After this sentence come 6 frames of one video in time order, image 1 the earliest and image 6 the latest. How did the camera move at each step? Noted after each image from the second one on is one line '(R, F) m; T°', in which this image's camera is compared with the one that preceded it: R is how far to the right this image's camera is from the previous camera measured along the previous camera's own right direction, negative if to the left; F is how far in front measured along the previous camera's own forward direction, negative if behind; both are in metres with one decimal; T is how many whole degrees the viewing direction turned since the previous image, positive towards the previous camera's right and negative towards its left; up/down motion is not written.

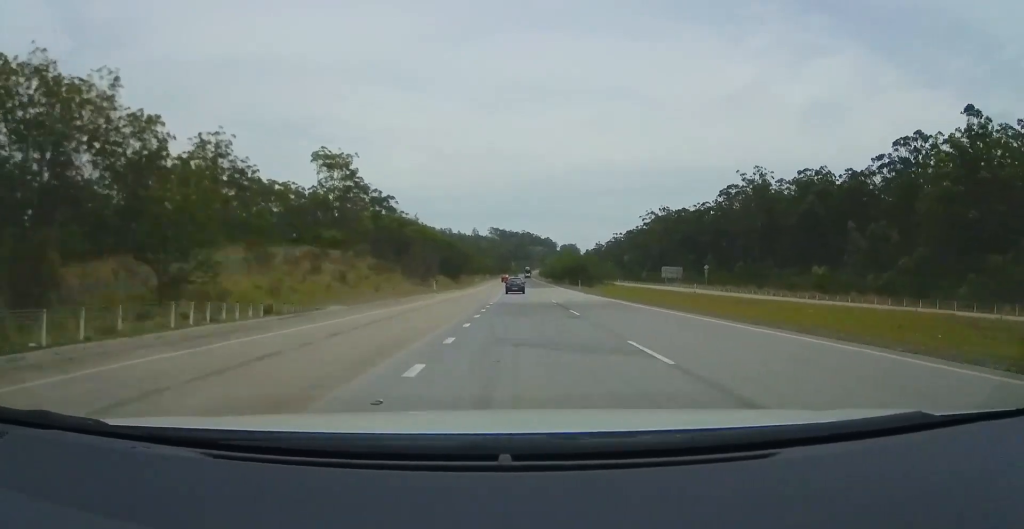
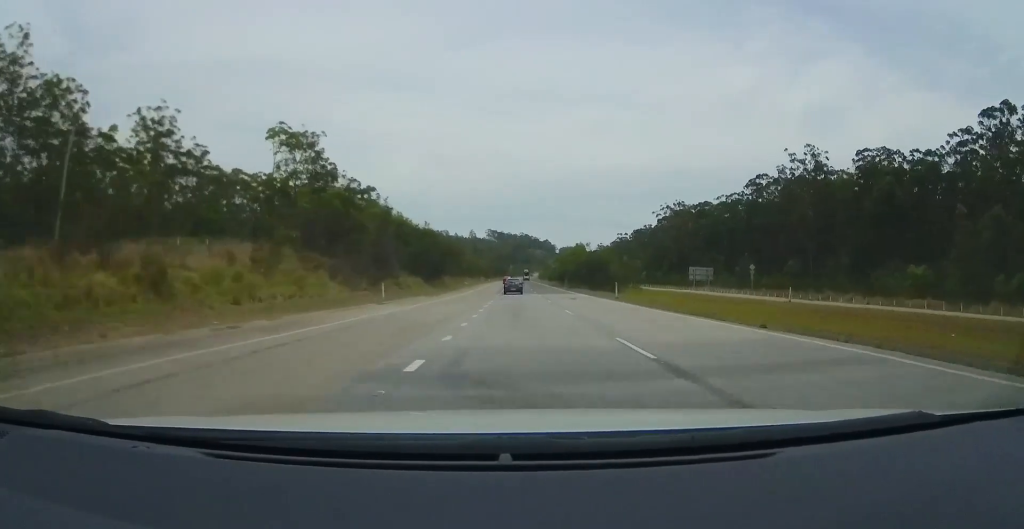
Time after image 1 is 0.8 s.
(-0.1, +24.4) m; 0°
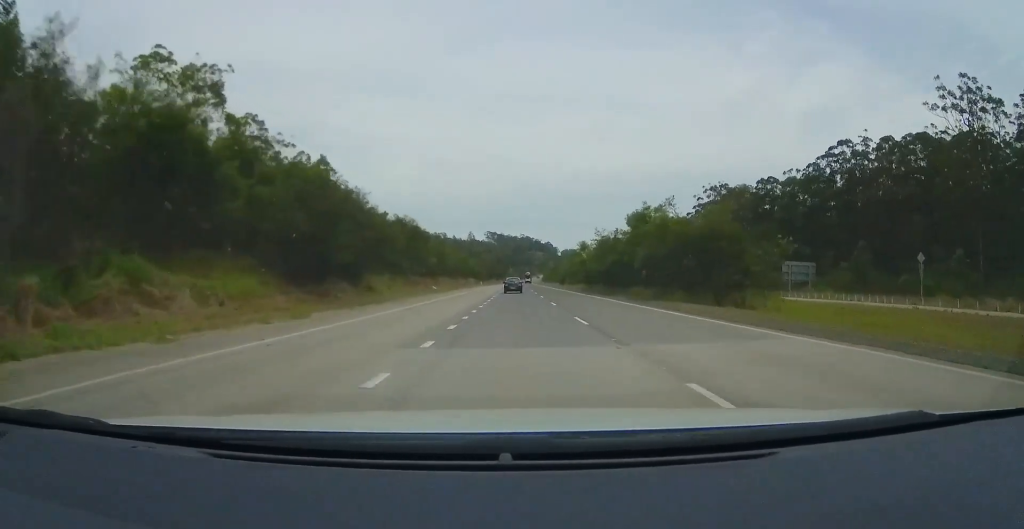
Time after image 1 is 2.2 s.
(+0.2, +41.6) m; 0°
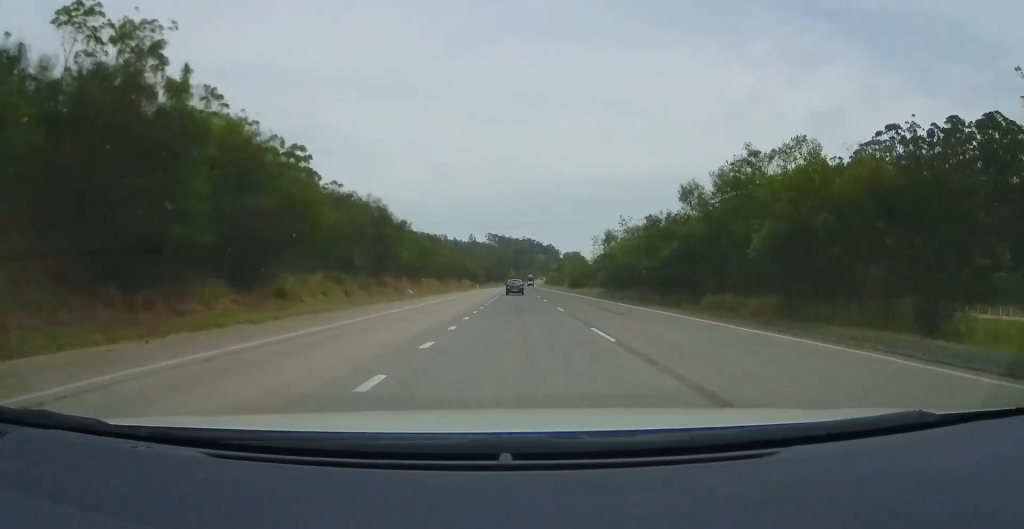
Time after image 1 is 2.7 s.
(+0.1, +15.9) m; 0°
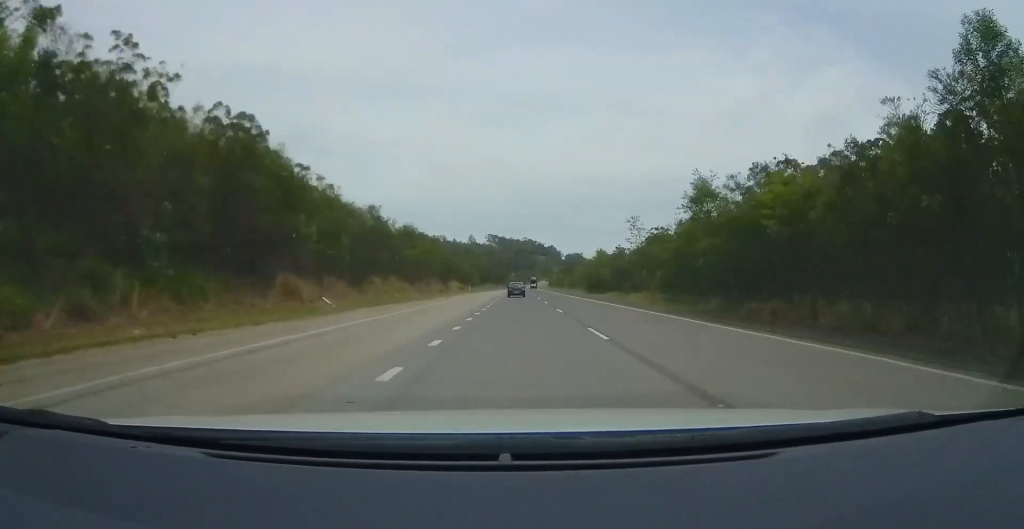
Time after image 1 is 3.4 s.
(-0.6, +23.0) m; 0°
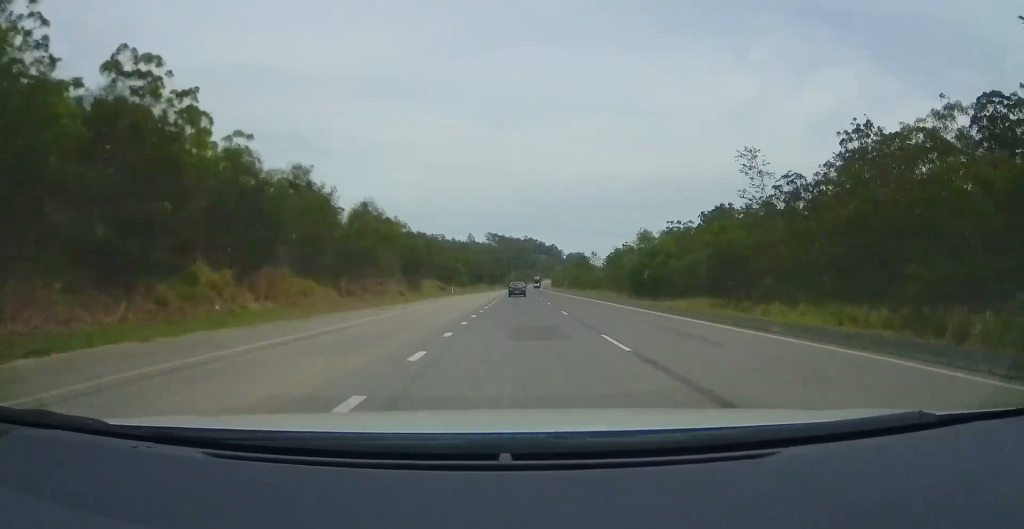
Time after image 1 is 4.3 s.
(+0.8, +26.6) m; +1°
